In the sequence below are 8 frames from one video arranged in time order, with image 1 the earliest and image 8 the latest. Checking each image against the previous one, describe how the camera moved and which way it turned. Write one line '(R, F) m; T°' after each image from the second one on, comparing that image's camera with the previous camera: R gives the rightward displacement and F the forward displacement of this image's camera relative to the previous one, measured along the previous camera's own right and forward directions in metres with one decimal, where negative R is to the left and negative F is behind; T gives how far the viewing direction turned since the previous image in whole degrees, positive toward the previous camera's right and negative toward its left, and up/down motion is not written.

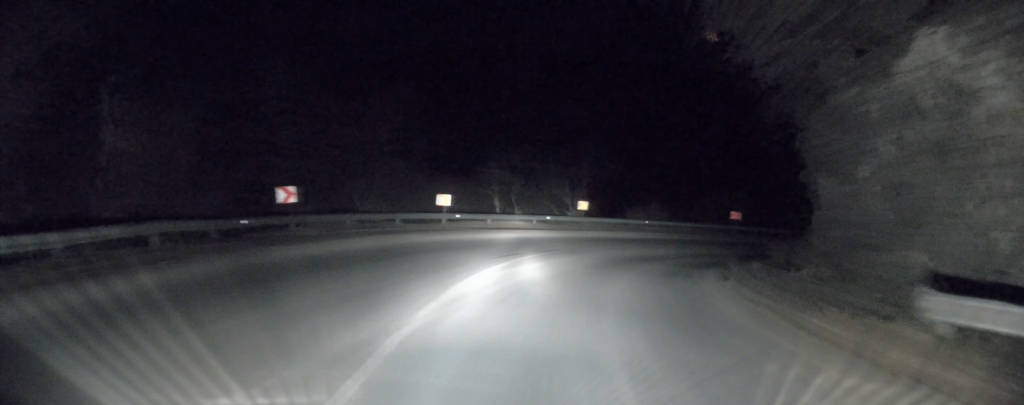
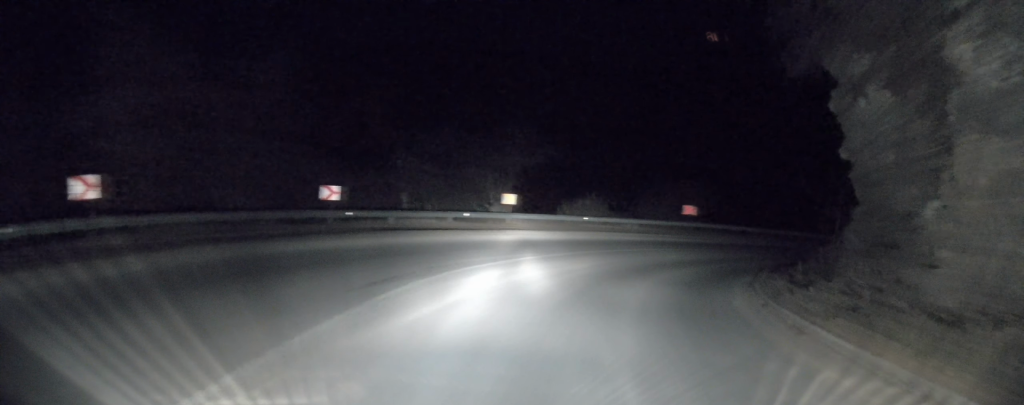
(-0.1, +8.7) m; +3°
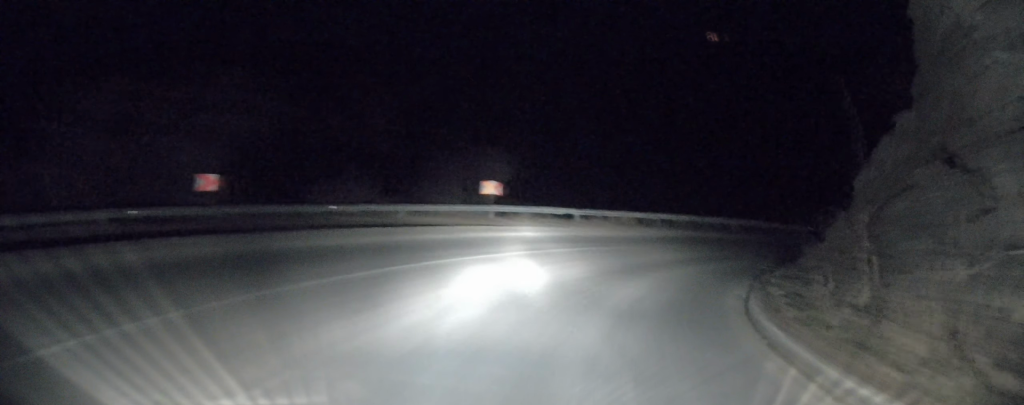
(+1.6, +15.5) m; +12°
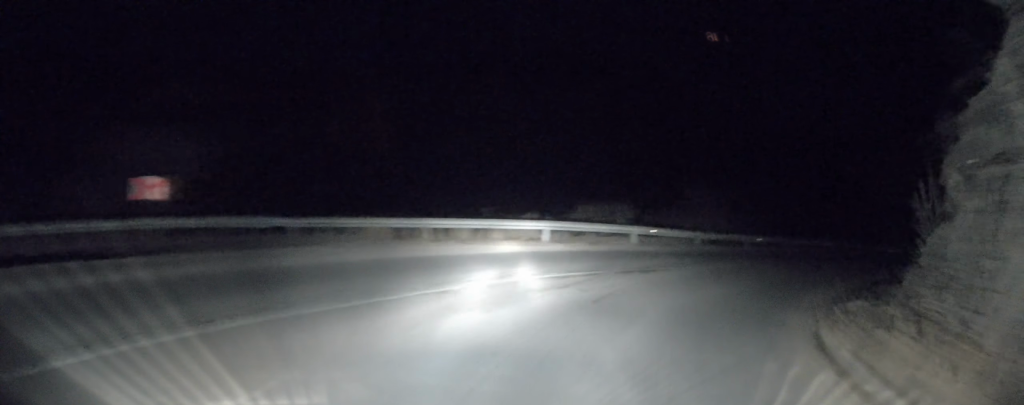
(+1.7, +12.8) m; +16°
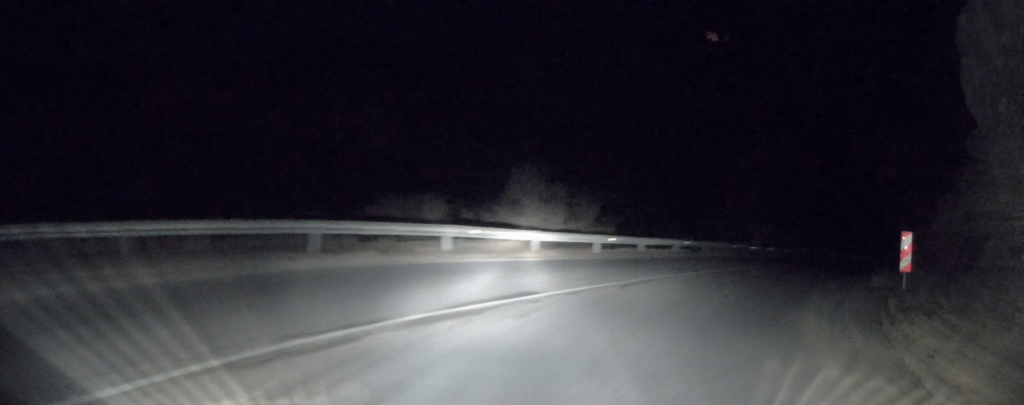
(+0.7, +7.4) m; +10°
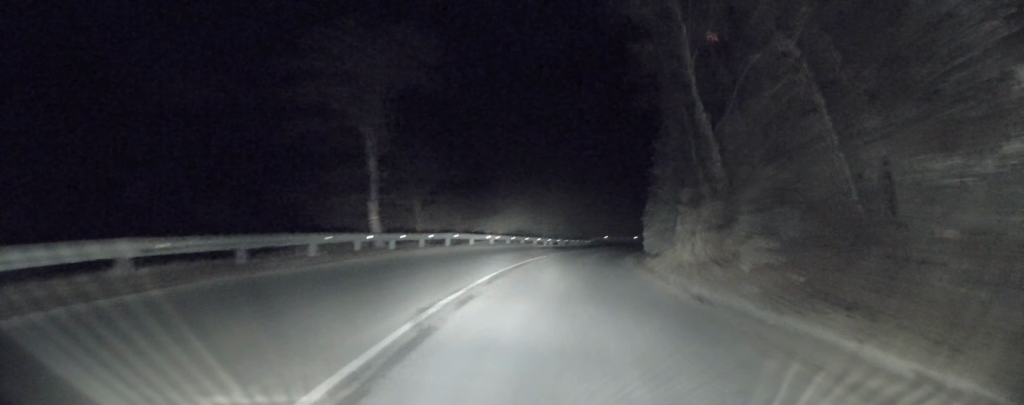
(+5.6, +19.4) m; +37°
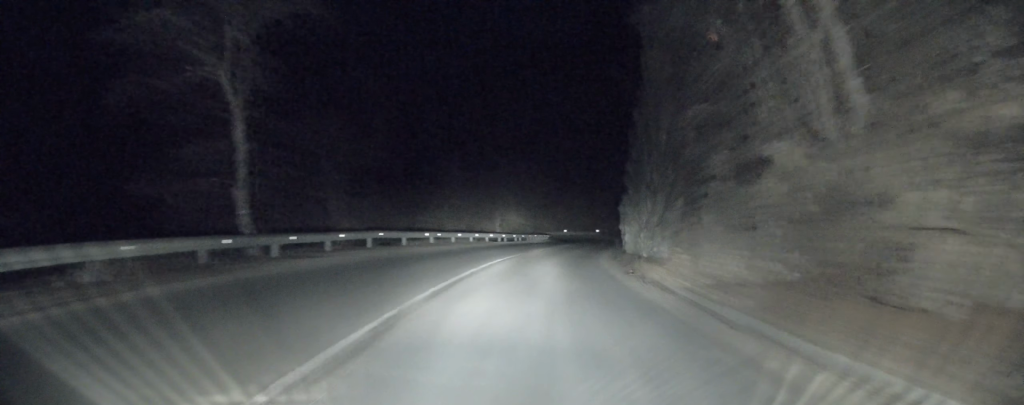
(+1.1, +7.1) m; +9°
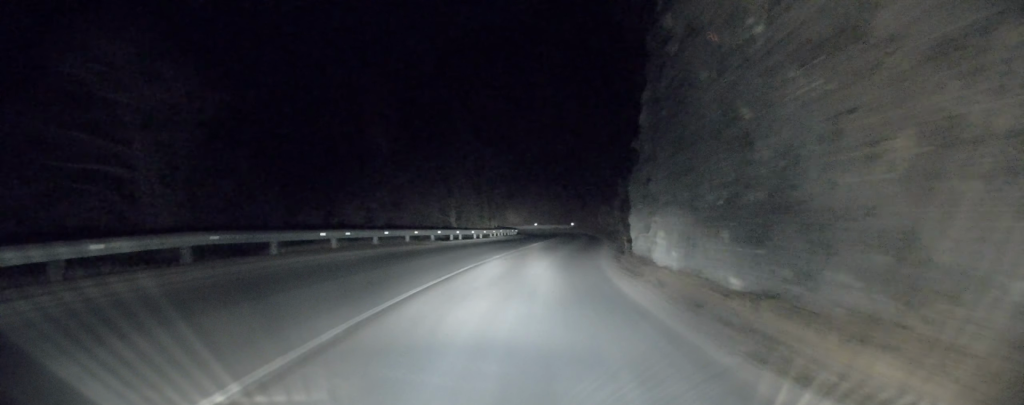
(+1.1, +10.7) m; +10°
